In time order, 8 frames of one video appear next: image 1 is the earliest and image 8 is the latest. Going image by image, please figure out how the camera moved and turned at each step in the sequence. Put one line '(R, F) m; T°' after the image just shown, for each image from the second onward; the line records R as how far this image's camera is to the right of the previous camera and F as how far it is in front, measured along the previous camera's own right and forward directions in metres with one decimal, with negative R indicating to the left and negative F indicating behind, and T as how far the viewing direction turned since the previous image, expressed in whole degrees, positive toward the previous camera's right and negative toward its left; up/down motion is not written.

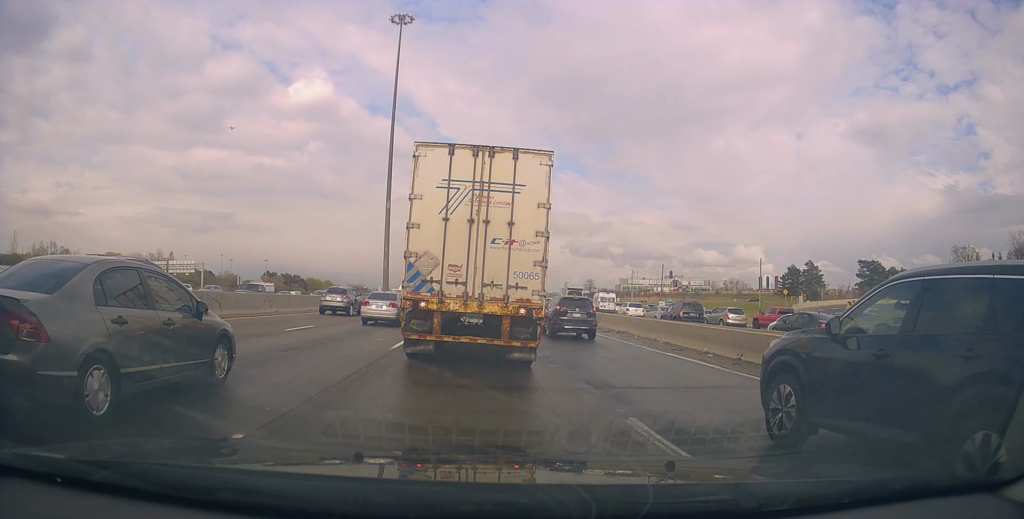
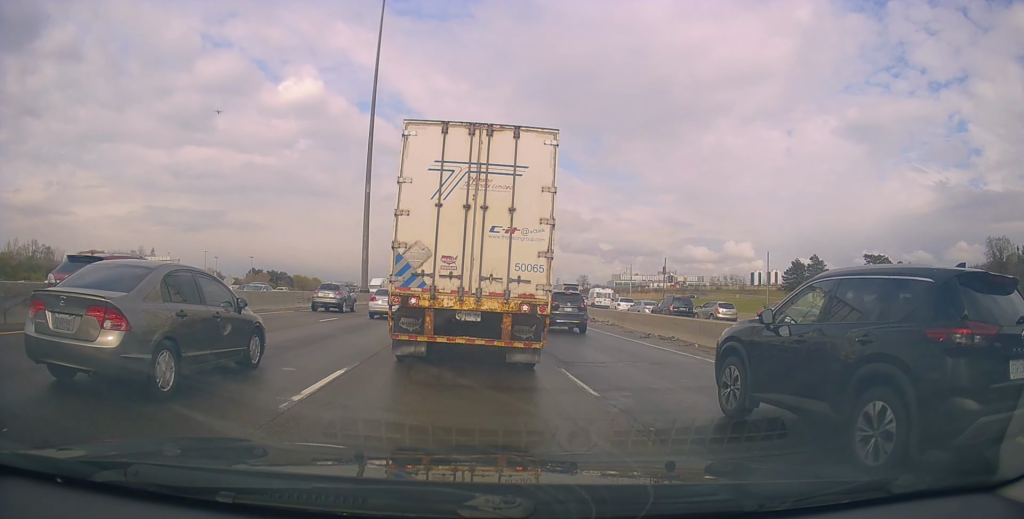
(0.0, +7.6) m; +4°
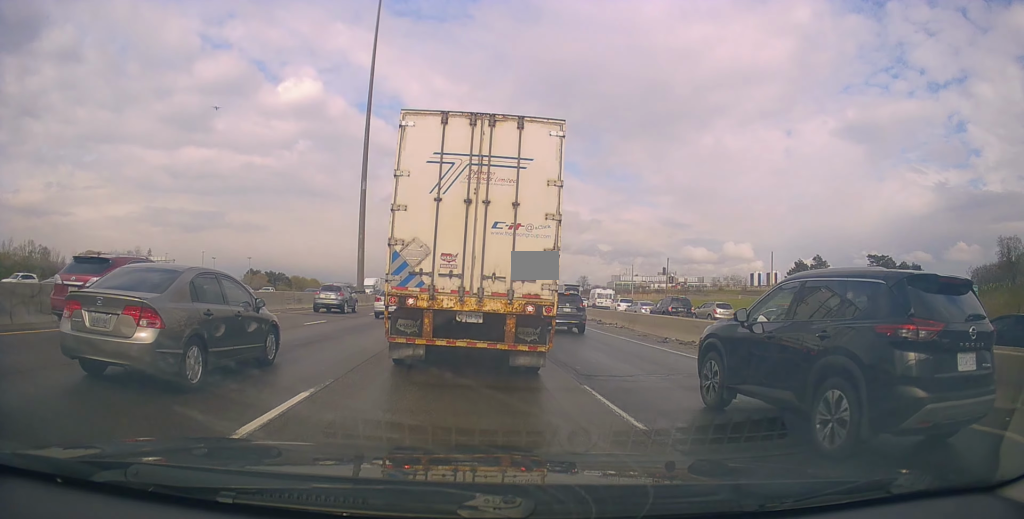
(0.0, +2.1) m; +1°
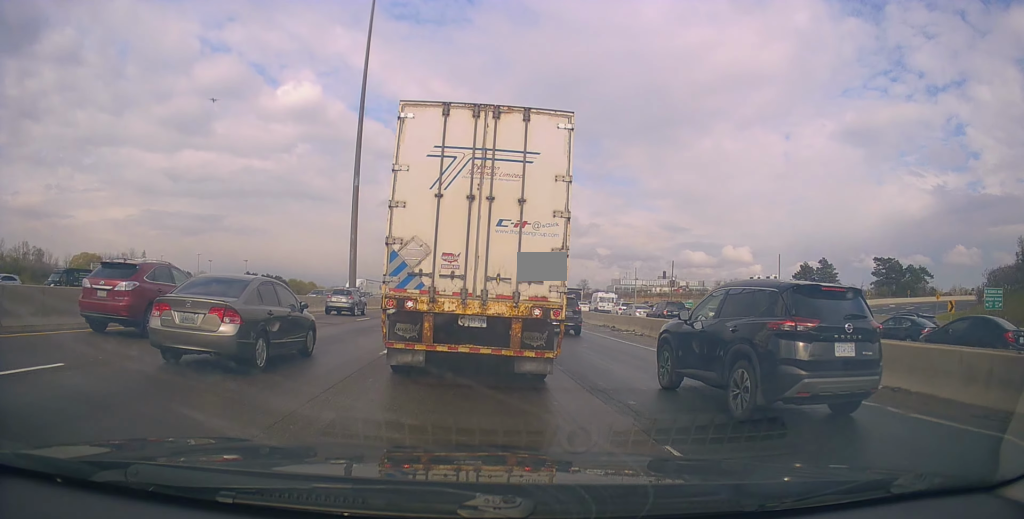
(+0.2, +3.9) m; -5°
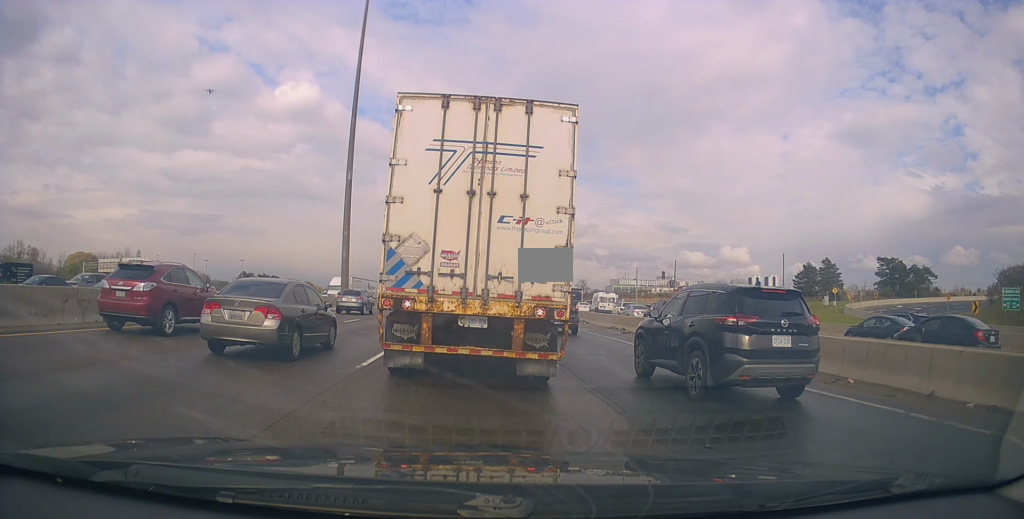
(-0.4, +2.5) m; -1°
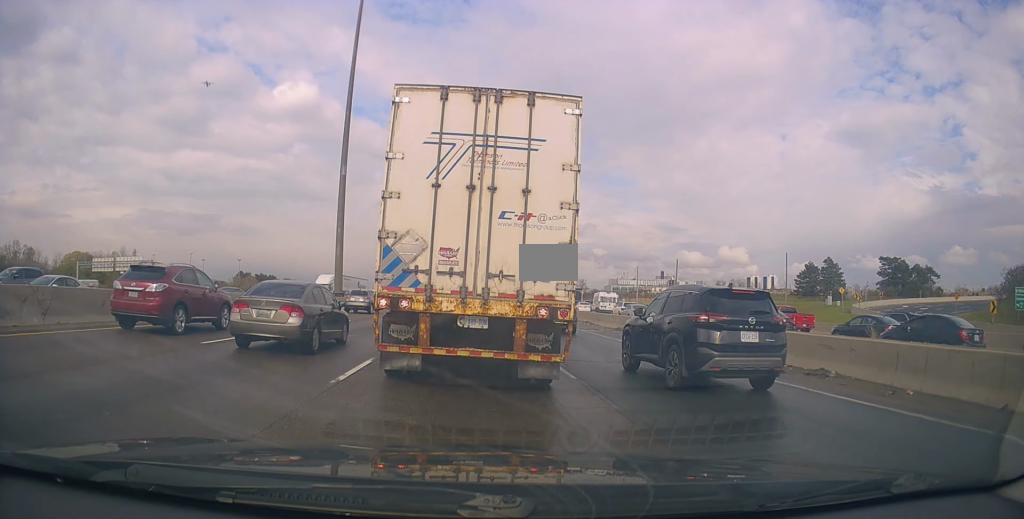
(-0.1, +1.8) m; +3°
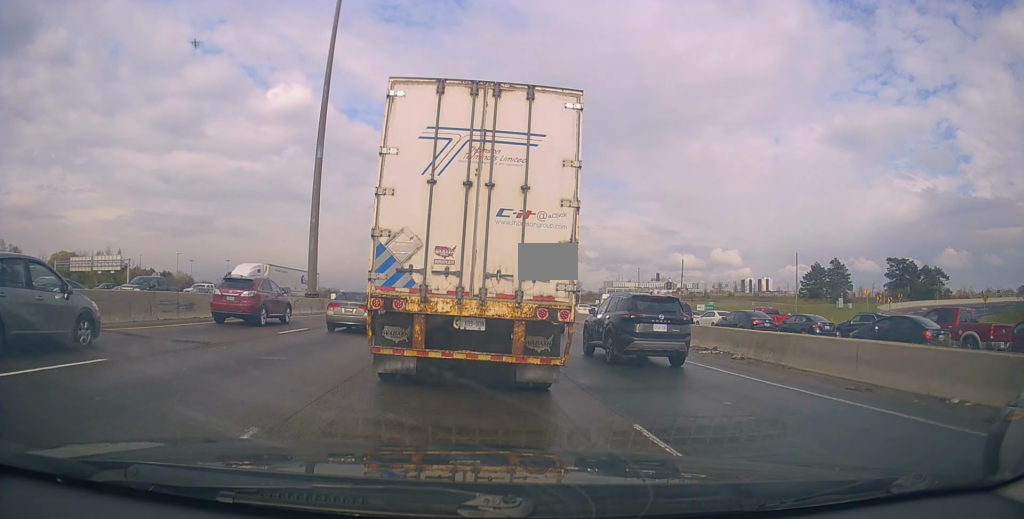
(+0.9, +6.1) m; 0°
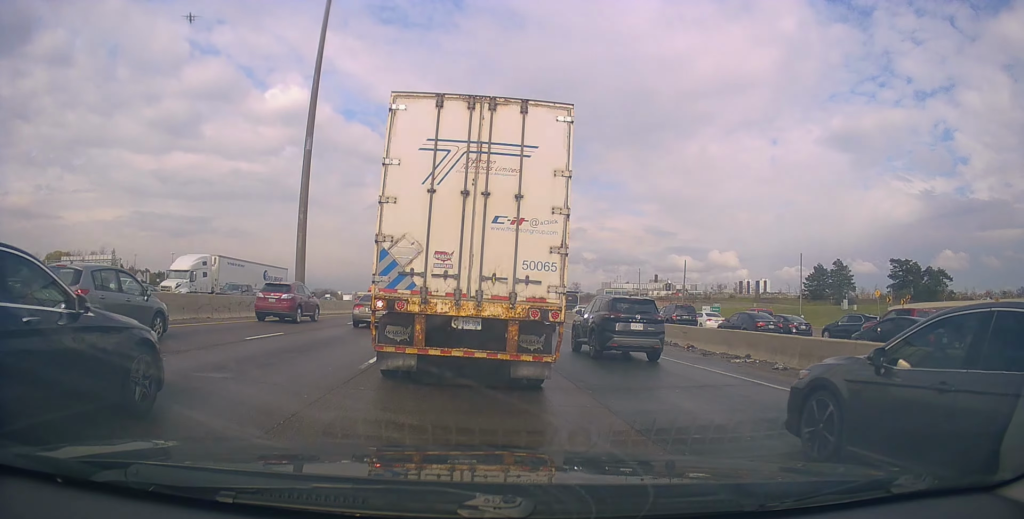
(-0.2, +2.4) m; -2°
